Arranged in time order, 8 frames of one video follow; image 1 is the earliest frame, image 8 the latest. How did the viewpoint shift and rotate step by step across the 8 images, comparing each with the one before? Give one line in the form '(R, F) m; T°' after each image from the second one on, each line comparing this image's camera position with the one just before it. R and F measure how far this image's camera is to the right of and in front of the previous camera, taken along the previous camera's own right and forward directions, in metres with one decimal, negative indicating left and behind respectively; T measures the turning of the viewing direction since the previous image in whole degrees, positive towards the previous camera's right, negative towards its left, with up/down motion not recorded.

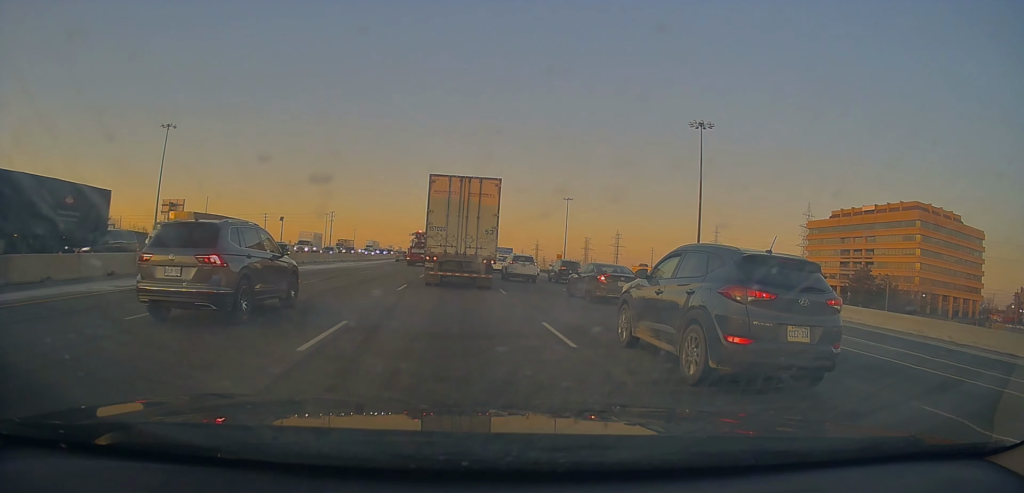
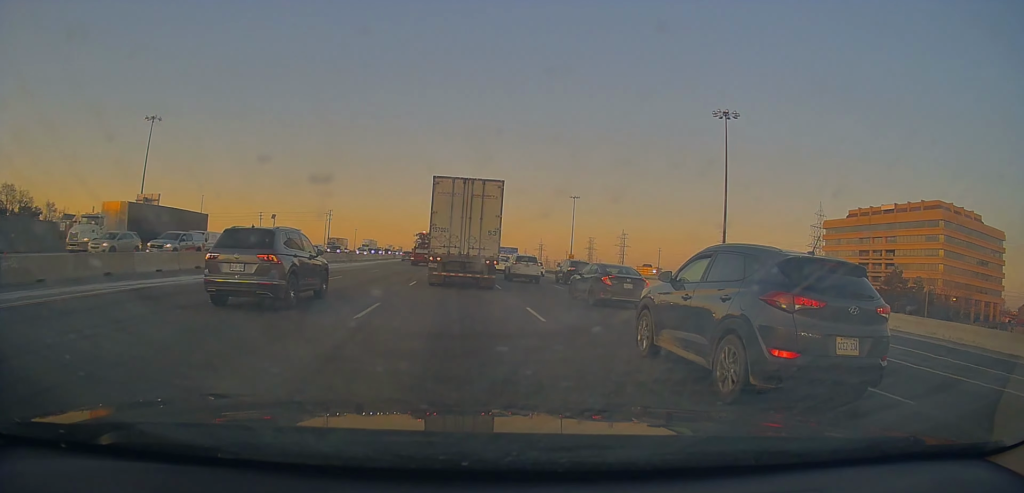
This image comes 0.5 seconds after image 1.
(+0.1, +8.4) m; +1°
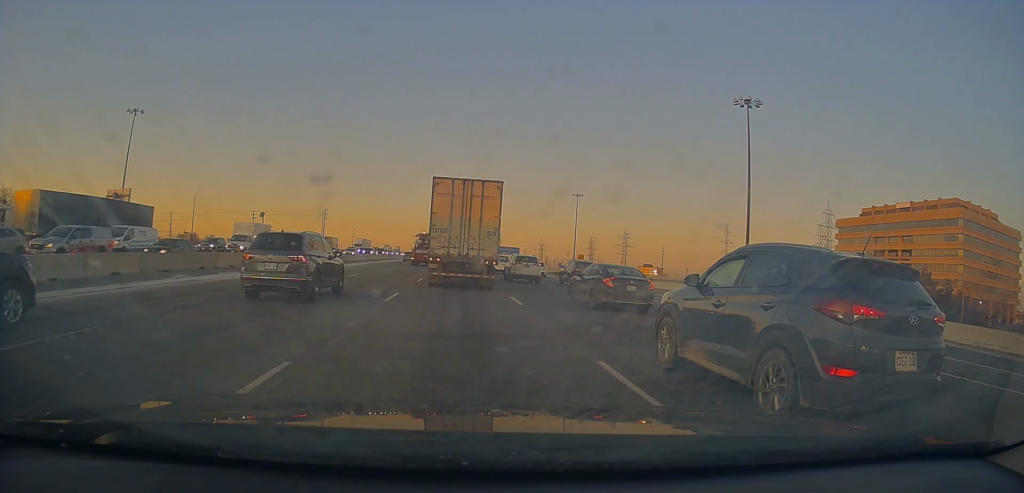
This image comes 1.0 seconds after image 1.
(+0.1, +7.4) m; +1°
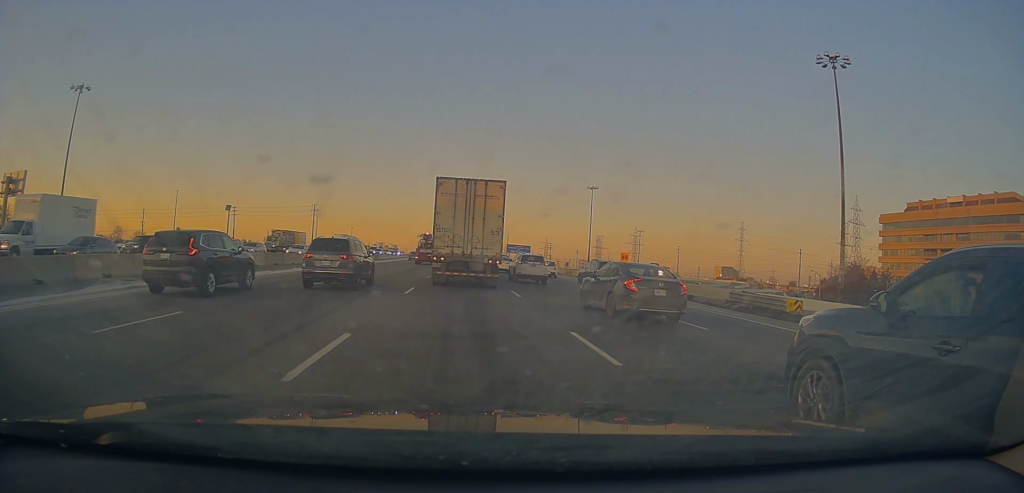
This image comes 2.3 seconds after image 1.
(-0.1, +20.5) m; -1°
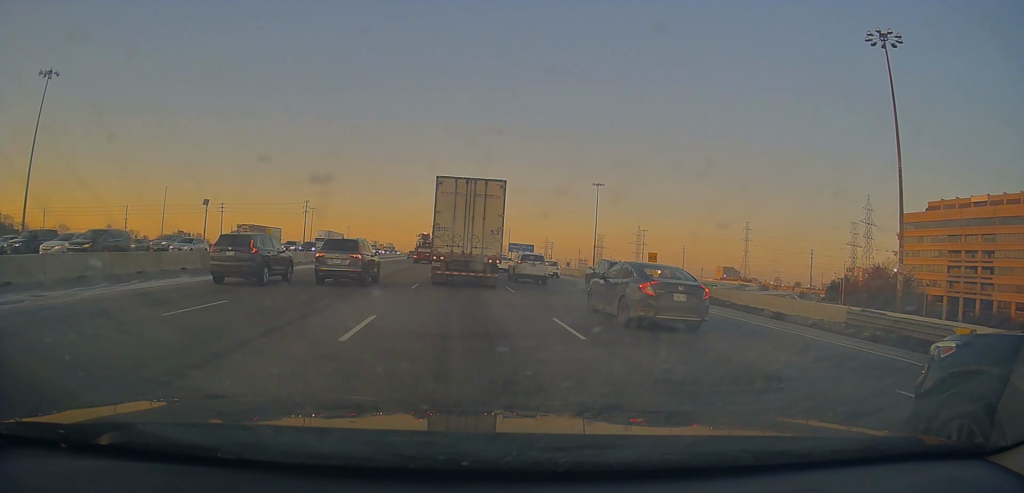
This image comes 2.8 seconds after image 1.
(-0.2, +9.4) m; 0°
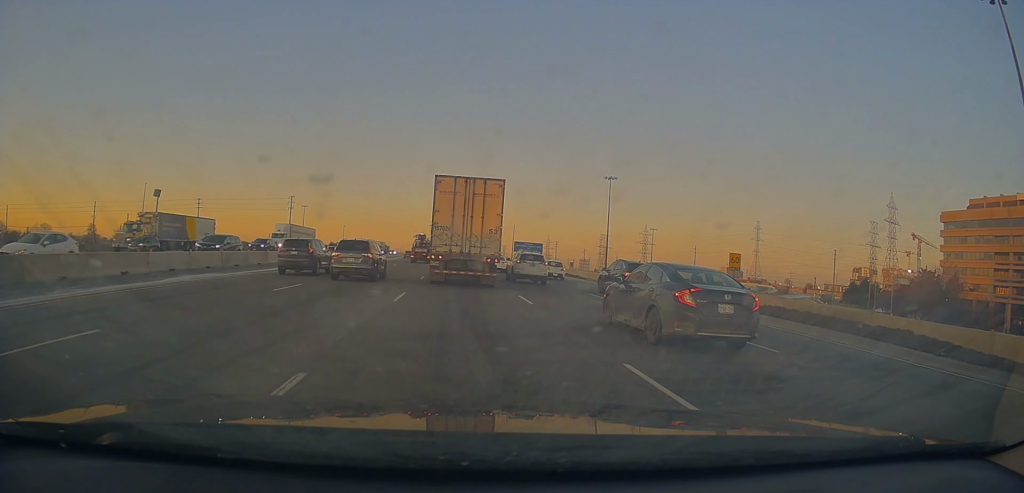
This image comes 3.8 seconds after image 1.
(+0.1, +16.8) m; 0°
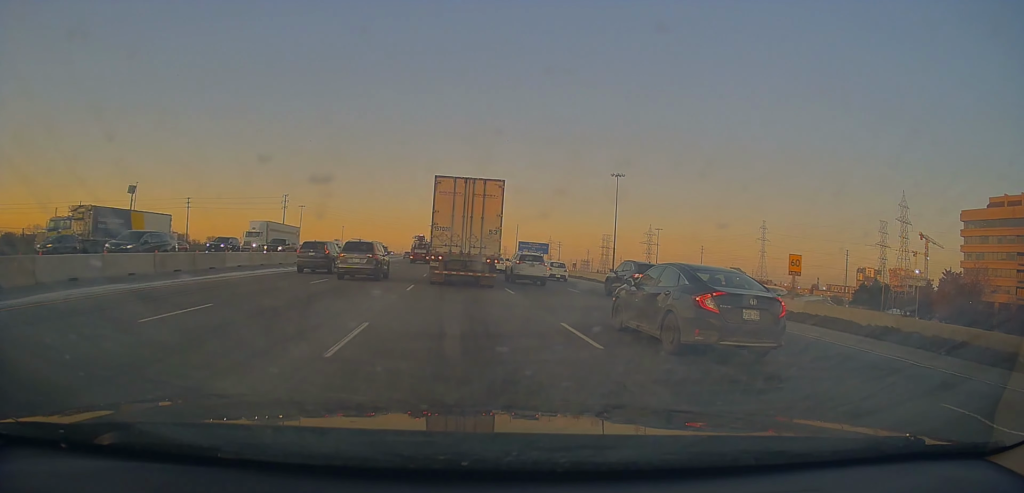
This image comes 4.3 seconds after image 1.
(0.0, +7.4) m; 0°
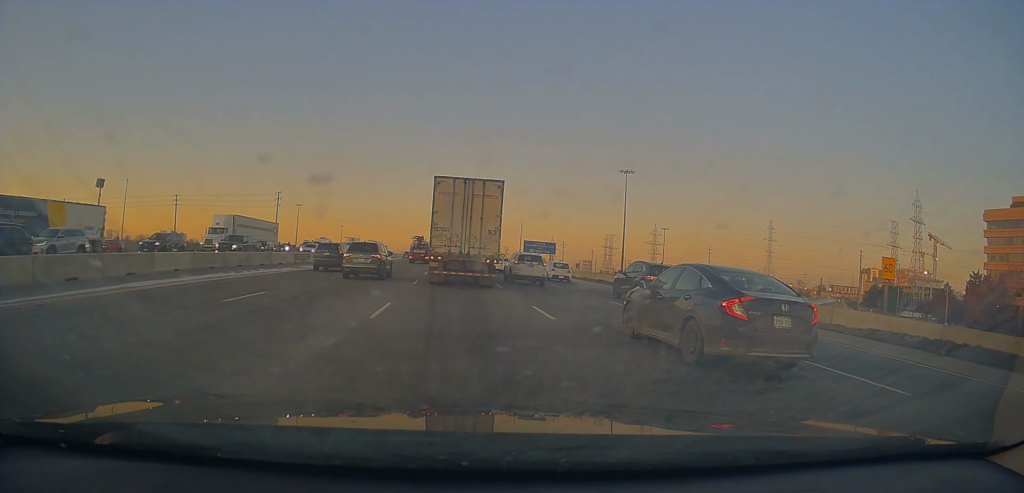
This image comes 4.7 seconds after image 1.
(-0.1, +8.1) m; 0°
